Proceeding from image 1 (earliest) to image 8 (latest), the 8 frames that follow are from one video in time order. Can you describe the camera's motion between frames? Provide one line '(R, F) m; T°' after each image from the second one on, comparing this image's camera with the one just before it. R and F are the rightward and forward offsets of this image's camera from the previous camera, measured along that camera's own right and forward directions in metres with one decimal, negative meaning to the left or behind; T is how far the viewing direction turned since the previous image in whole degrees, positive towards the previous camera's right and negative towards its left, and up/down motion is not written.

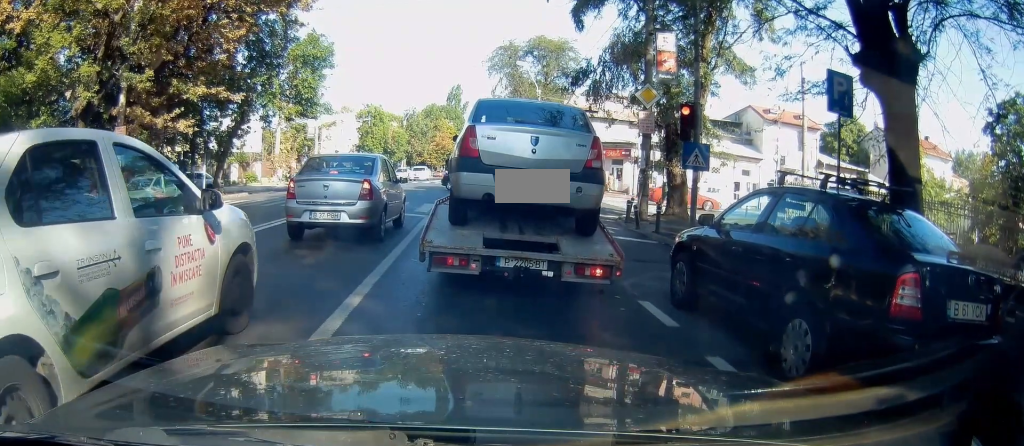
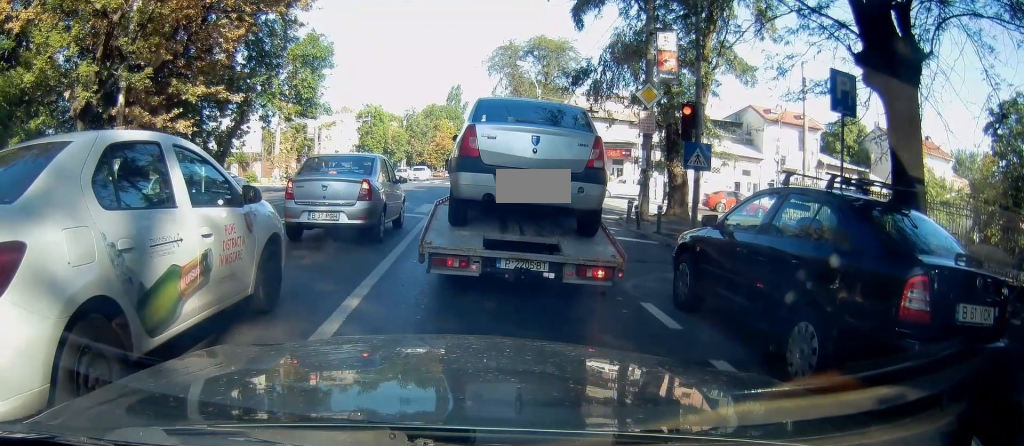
(-0.2, -0.1) m; 0°
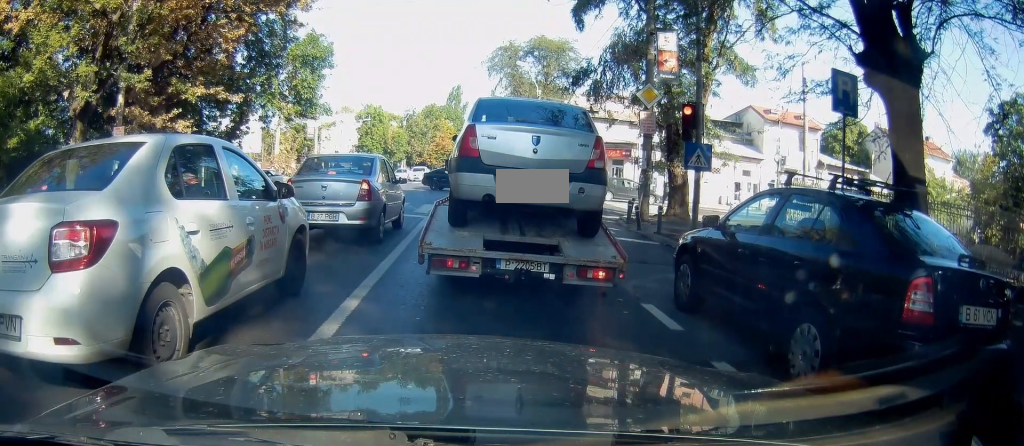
(0.0, 0.0) m; 0°
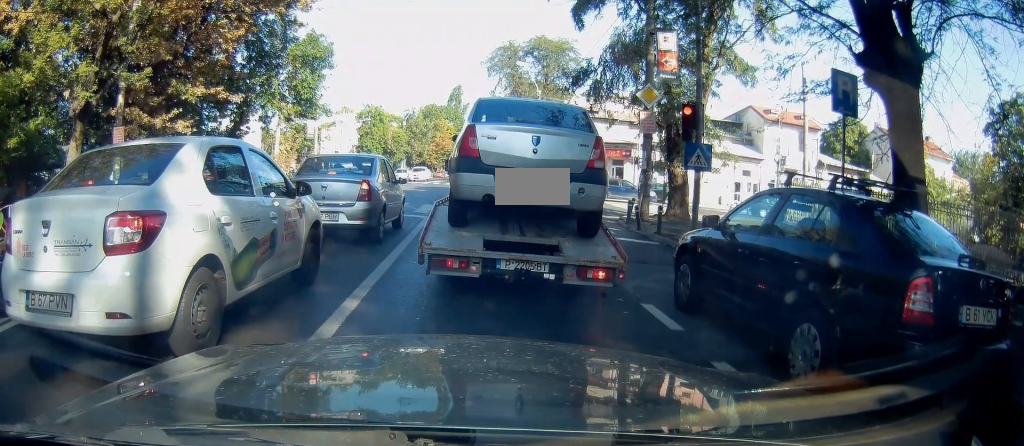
(0.0, 0.0) m; 0°
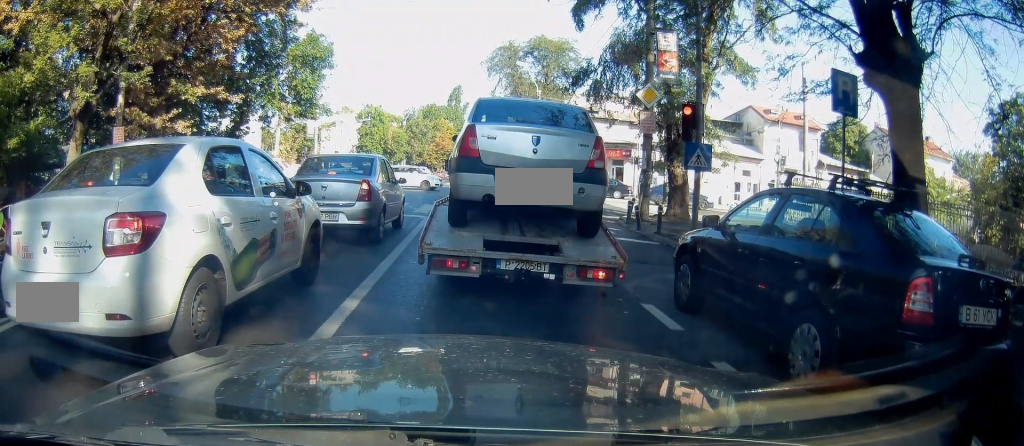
(0.0, 0.0) m; 0°
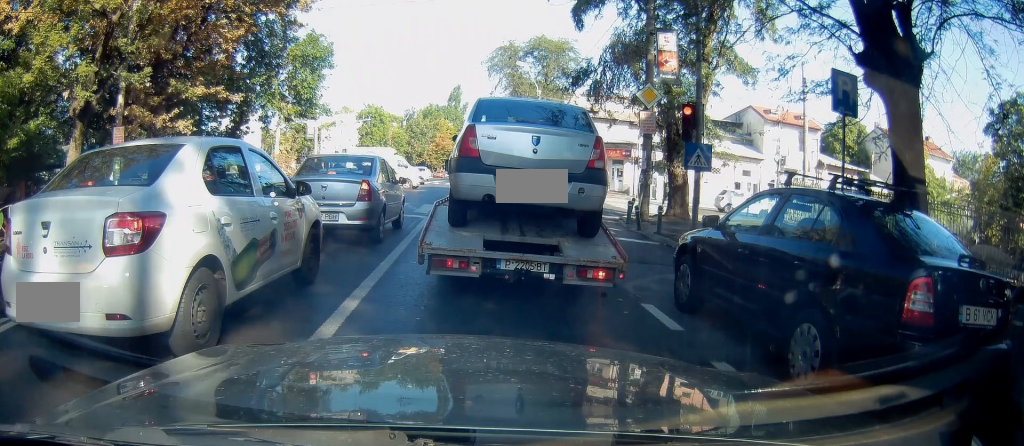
(0.0, 0.0) m; 0°
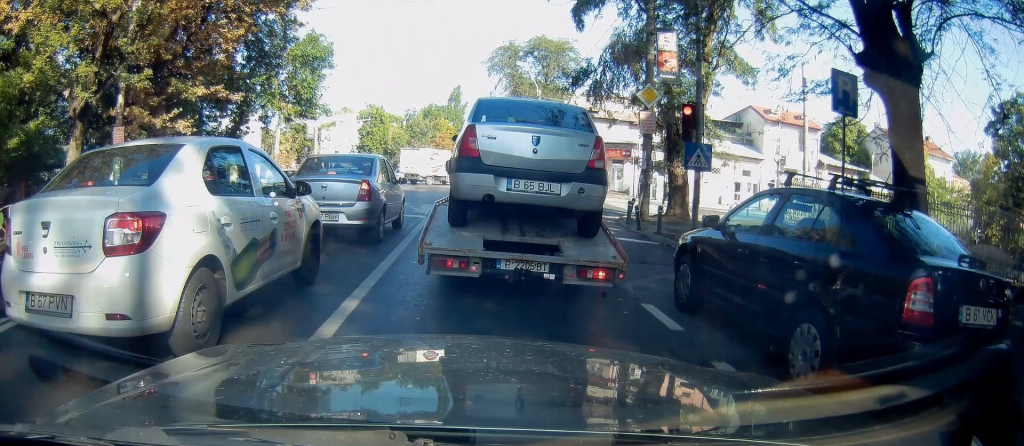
(0.0, 0.0) m; 0°
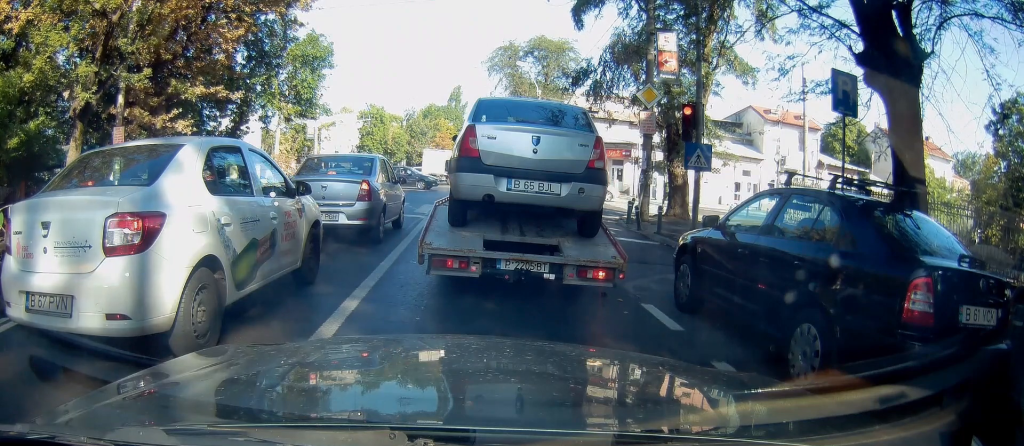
(0.0, 0.0) m; 0°
